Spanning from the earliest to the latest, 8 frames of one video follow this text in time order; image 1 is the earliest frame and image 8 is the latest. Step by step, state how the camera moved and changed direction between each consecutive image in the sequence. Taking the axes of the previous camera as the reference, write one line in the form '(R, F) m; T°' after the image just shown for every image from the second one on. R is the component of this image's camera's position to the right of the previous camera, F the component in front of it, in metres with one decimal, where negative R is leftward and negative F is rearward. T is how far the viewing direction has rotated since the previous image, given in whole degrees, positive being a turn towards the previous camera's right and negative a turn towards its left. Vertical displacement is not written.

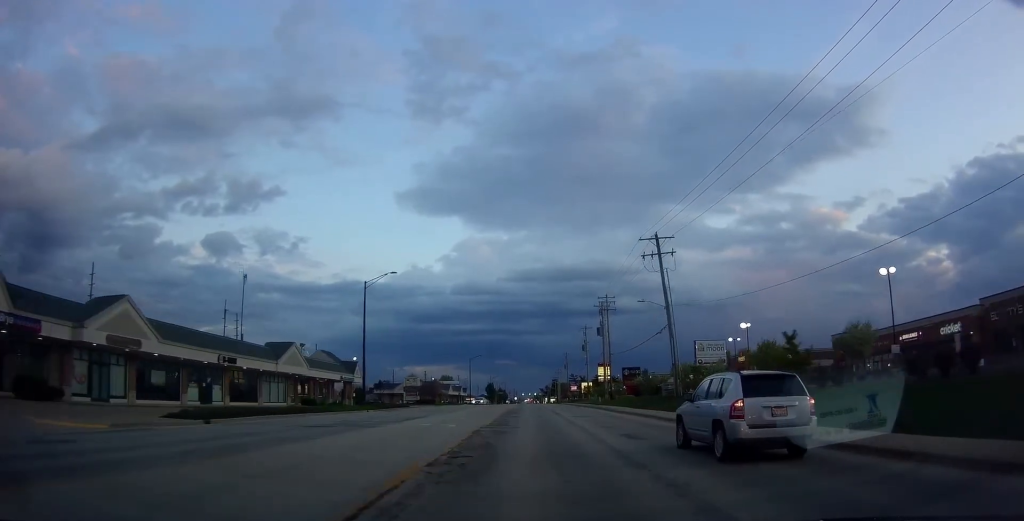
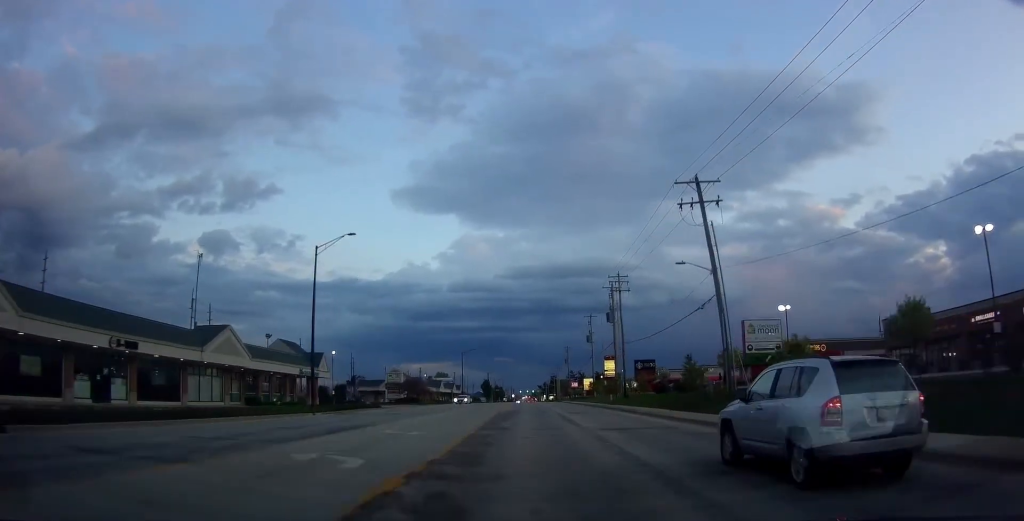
(+0.2, +13.6) m; +1°
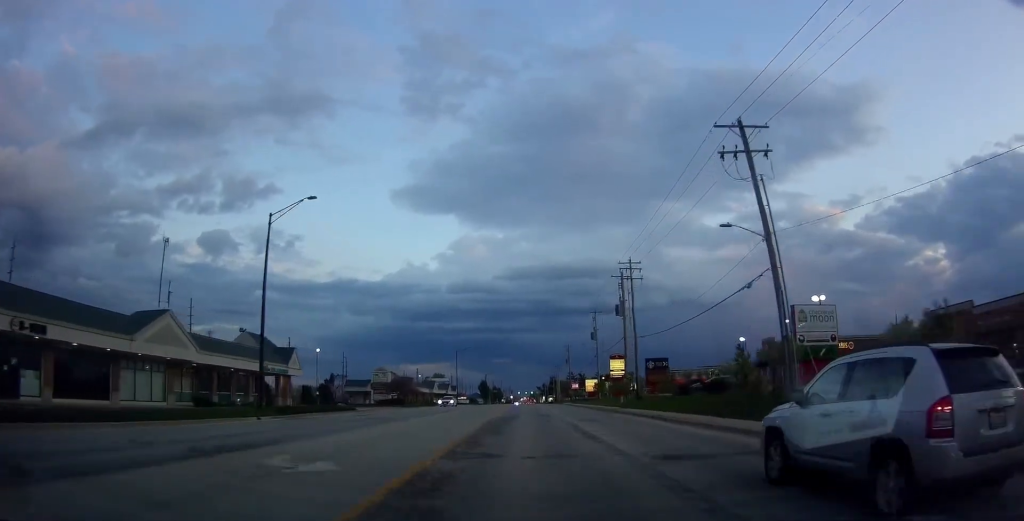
(+0.2, +8.2) m; 0°
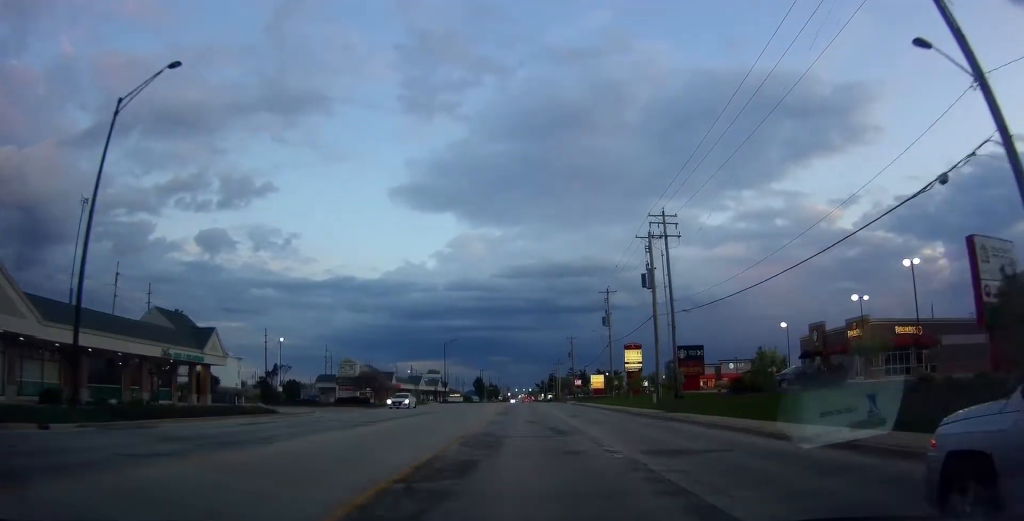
(0.0, +17.0) m; 0°
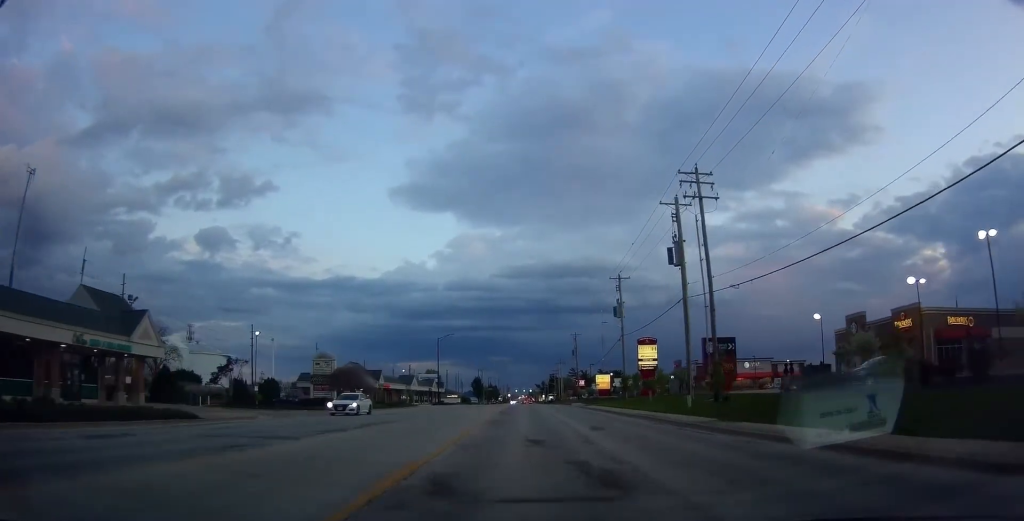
(-0.2, +9.5) m; 0°
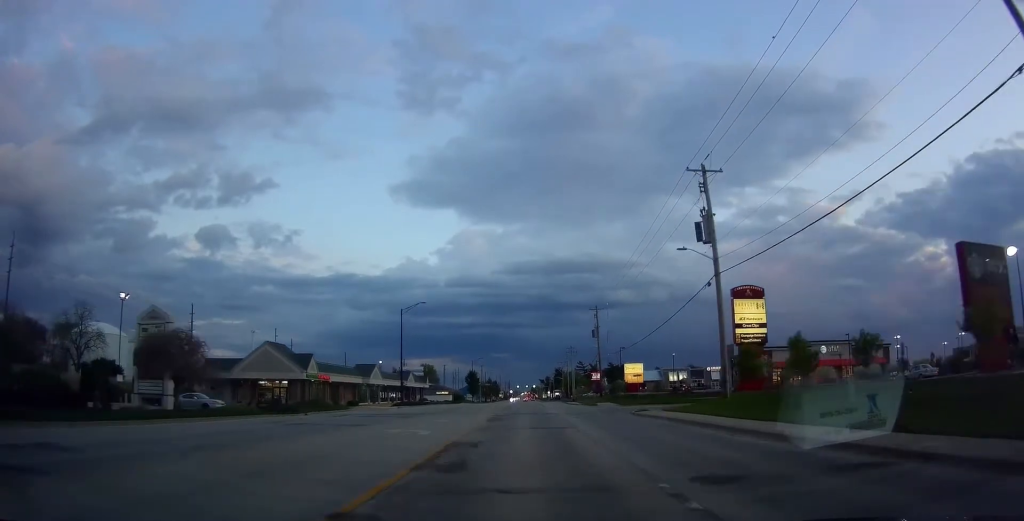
(+0.7, +33.3) m; 0°
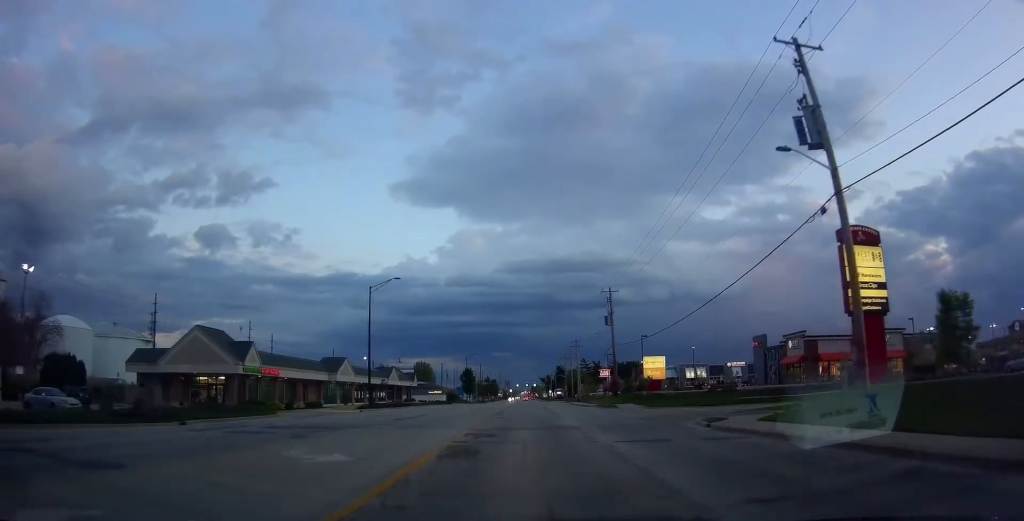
(-0.2, +15.4) m; 0°
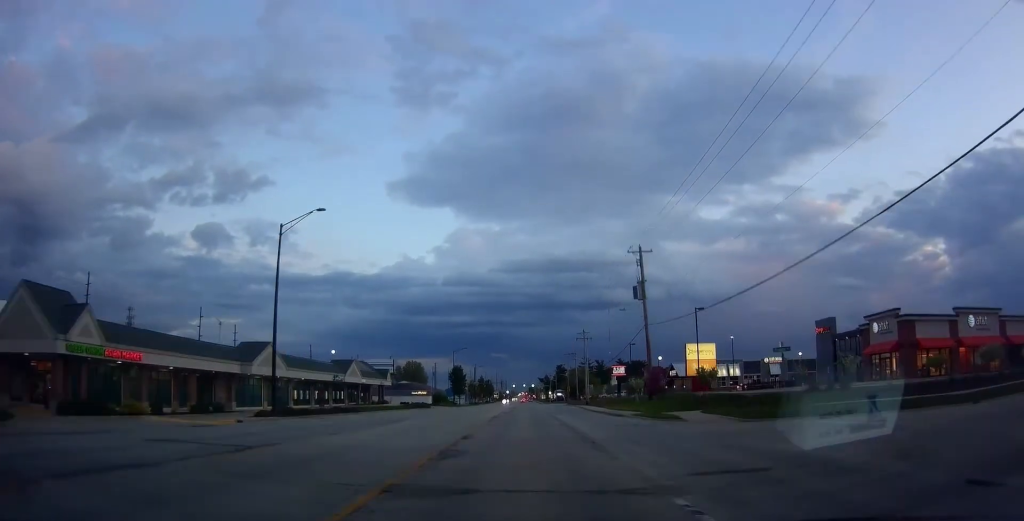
(0.0, +21.9) m; +1°
